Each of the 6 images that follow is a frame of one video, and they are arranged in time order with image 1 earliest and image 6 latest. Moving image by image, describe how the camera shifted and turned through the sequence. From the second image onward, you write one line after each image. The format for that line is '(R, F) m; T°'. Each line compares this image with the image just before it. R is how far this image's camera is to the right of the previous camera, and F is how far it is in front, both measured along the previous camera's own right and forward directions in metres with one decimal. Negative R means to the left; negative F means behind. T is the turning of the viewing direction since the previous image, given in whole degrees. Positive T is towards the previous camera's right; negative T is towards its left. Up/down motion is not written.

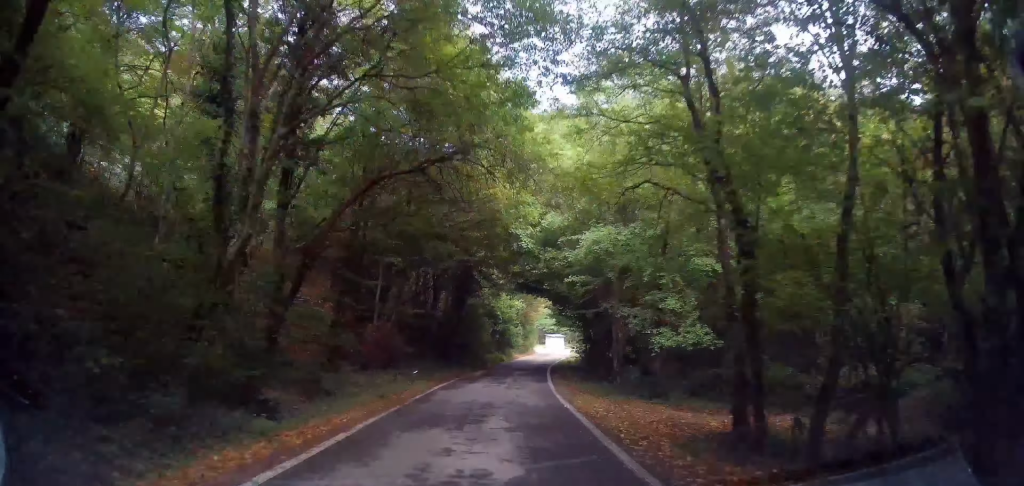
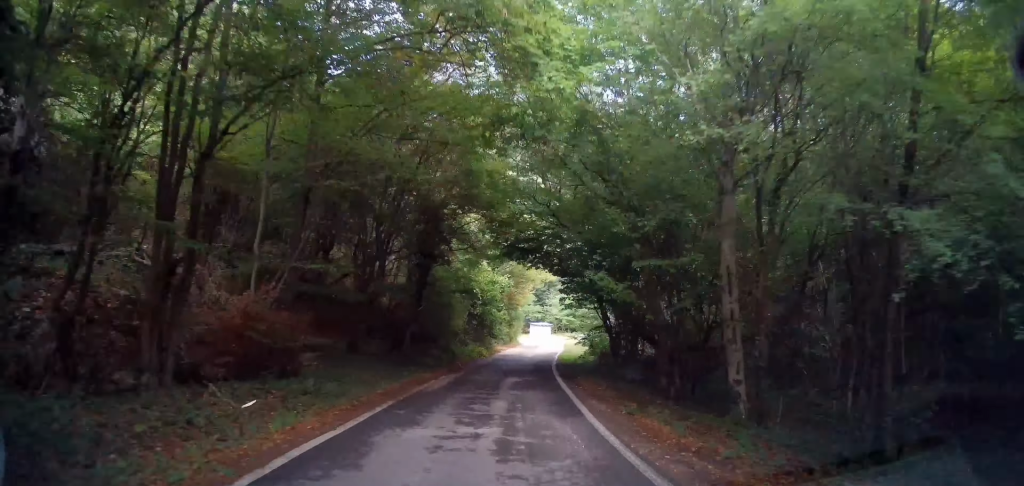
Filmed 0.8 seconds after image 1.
(-0.1, +10.1) m; -1°
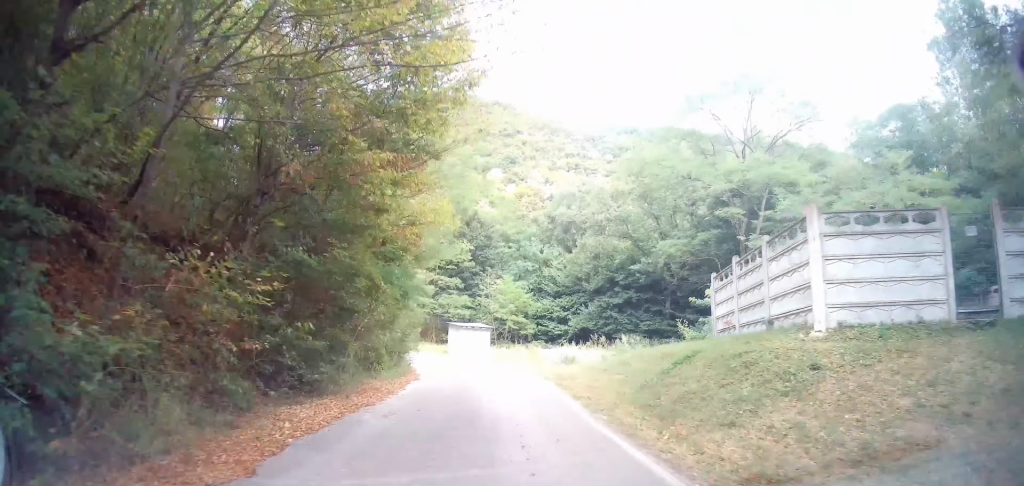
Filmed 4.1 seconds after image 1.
(+1.9, +37.1) m; +6°
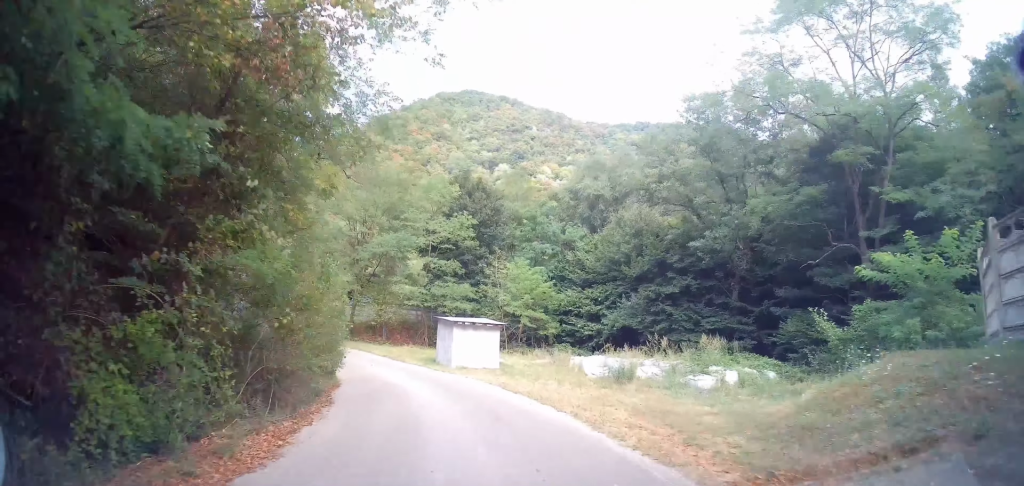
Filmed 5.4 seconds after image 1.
(+0.2, +12.8) m; +1°
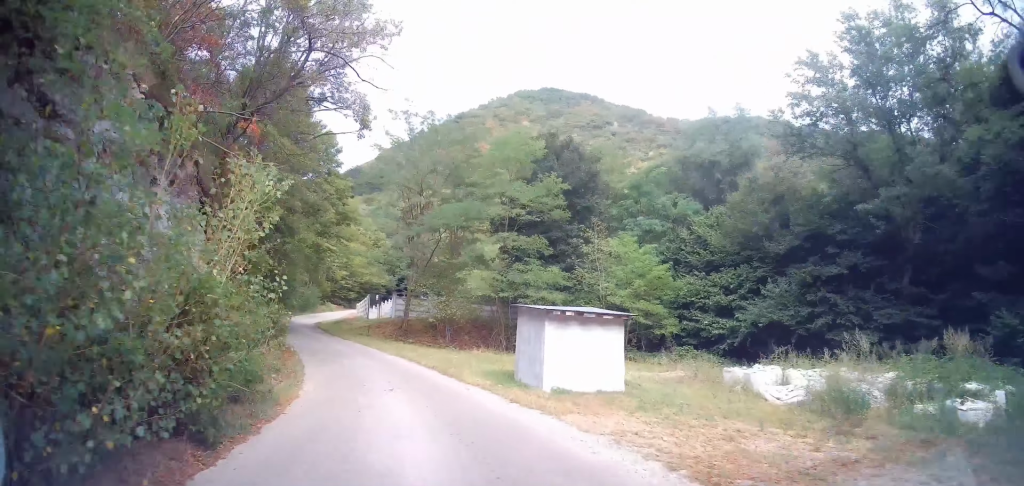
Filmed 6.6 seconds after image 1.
(-0.2, +11.0) m; -7°
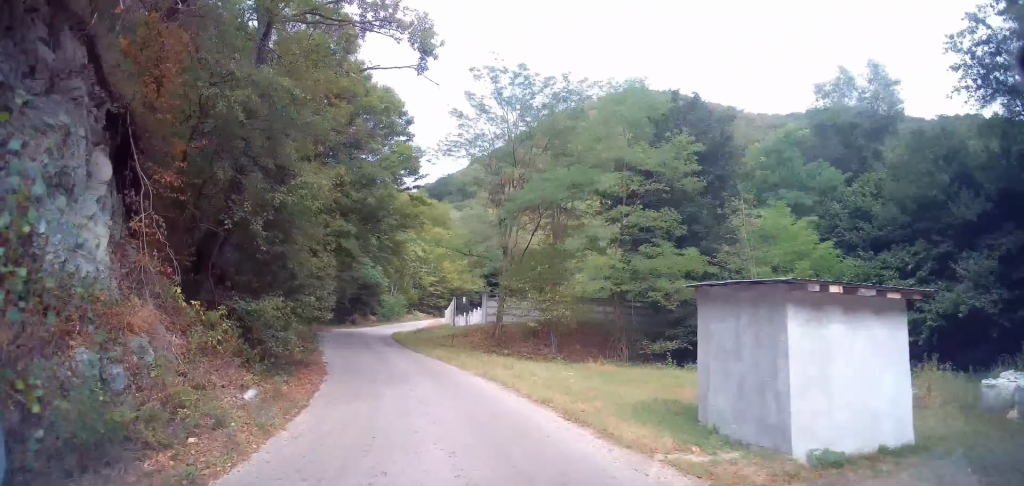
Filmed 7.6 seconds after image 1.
(-0.6, +7.9) m; -8°
